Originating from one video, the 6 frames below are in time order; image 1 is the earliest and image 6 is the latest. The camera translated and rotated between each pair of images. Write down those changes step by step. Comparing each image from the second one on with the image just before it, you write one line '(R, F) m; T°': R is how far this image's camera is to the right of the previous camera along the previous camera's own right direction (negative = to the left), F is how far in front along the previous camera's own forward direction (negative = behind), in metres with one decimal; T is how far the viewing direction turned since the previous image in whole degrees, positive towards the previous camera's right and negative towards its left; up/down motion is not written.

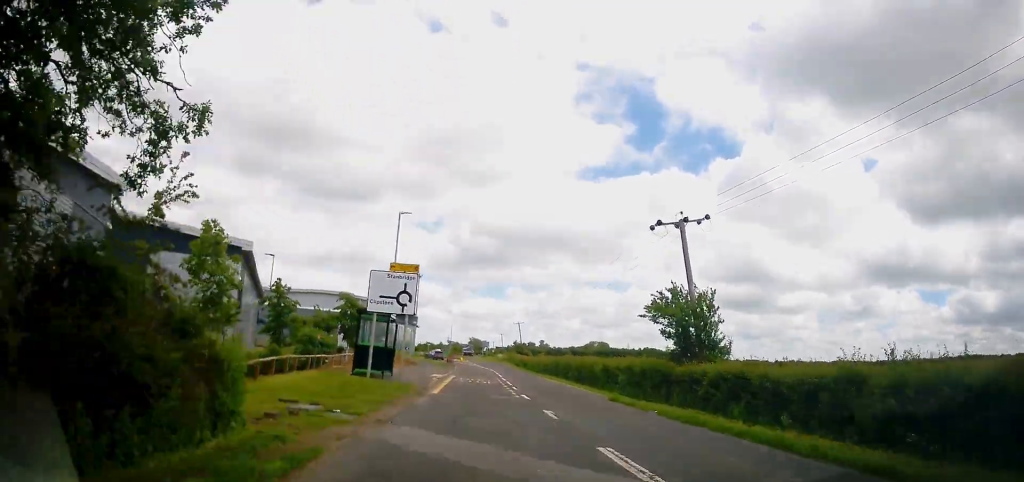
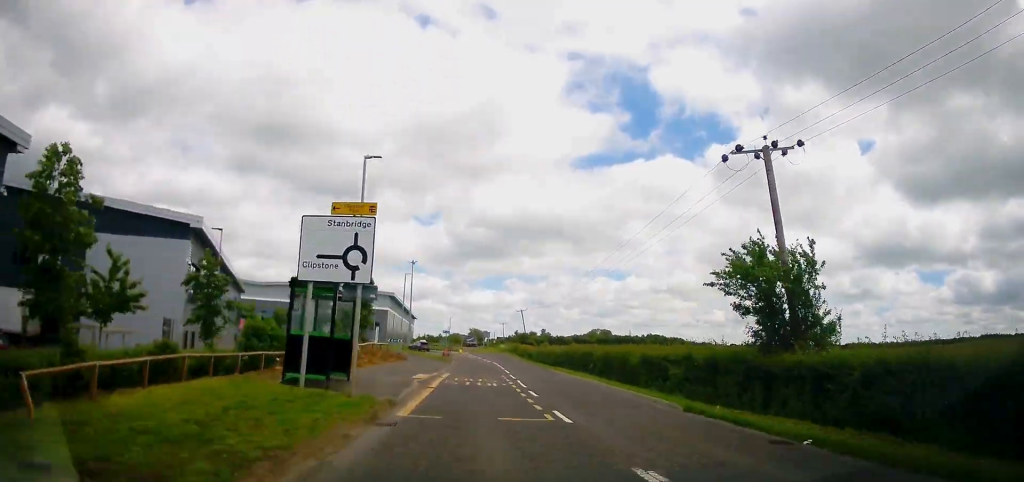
(-0.3, +8.4) m; -1°
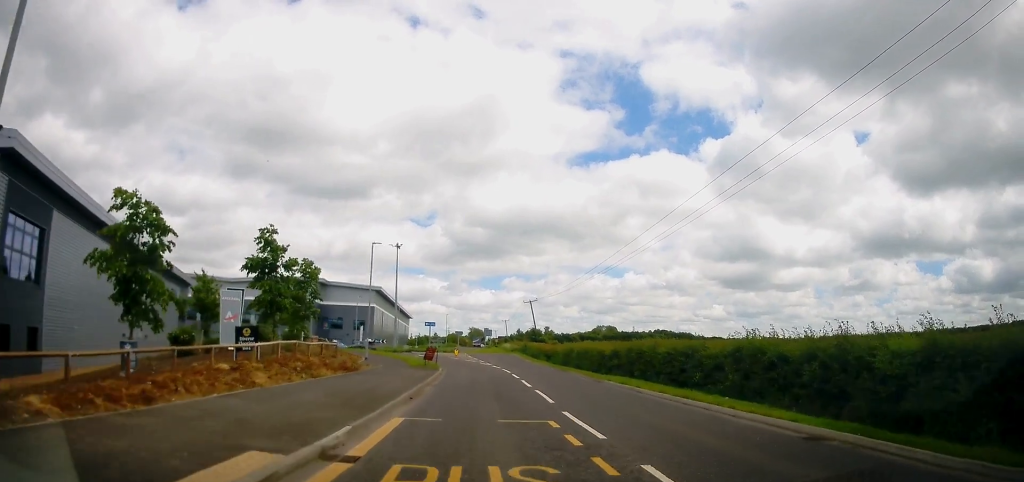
(+0.4, +18.4) m; -1°
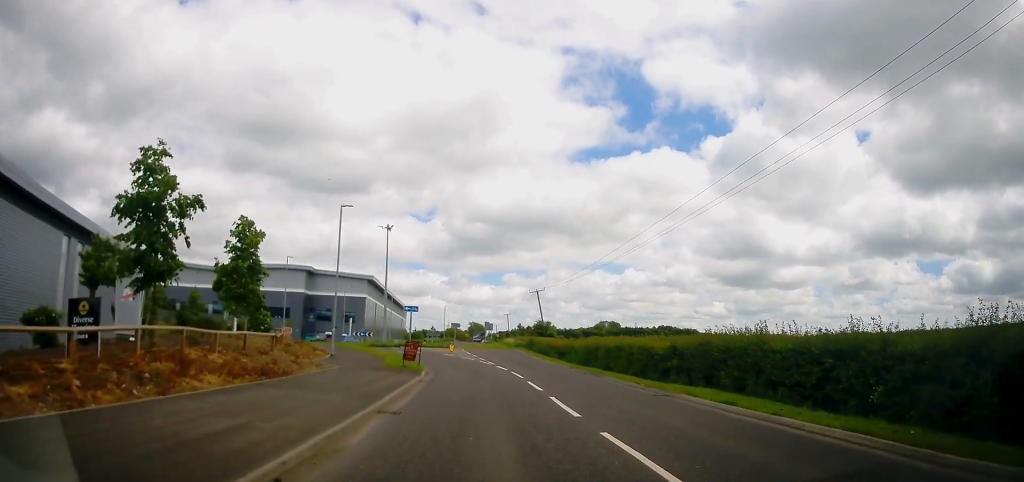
(-0.2, +10.0) m; +2°
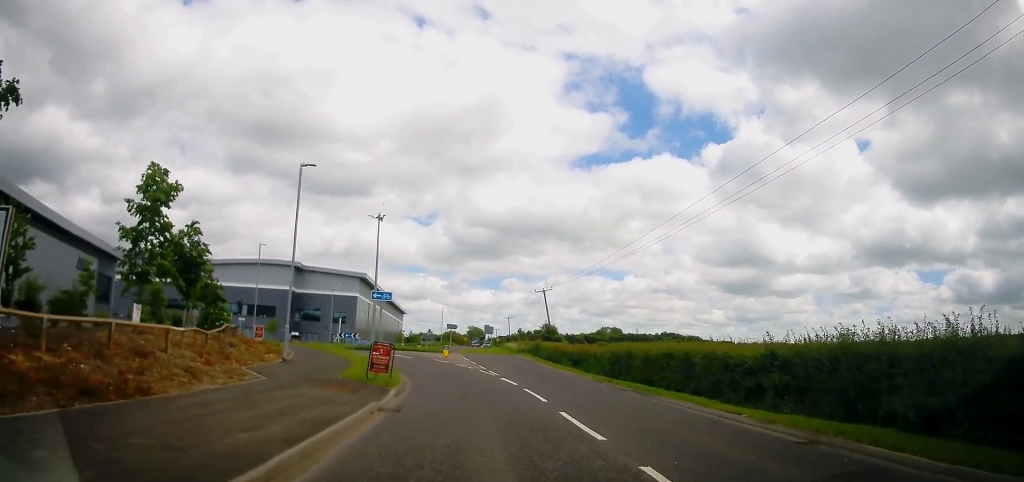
(+0.5, +8.1) m; +2°
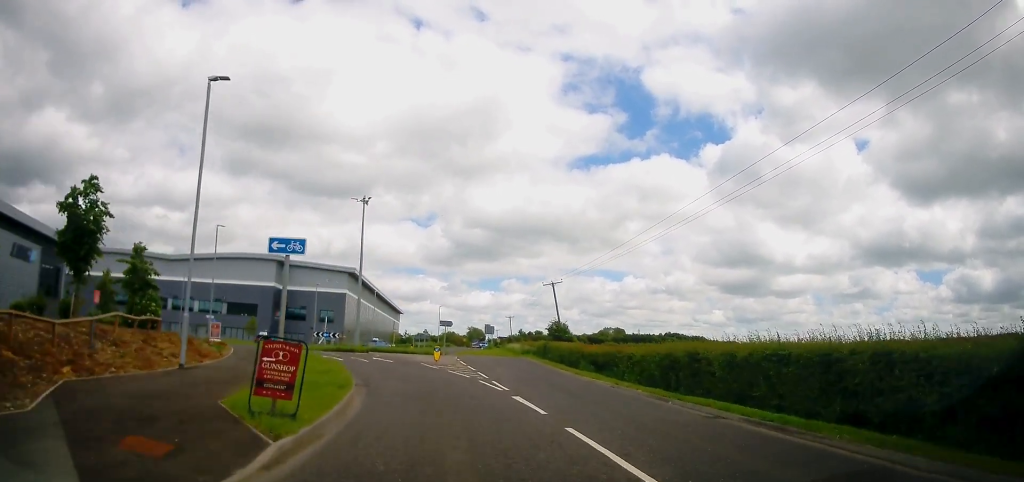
(-0.3, +8.9) m; -3°
